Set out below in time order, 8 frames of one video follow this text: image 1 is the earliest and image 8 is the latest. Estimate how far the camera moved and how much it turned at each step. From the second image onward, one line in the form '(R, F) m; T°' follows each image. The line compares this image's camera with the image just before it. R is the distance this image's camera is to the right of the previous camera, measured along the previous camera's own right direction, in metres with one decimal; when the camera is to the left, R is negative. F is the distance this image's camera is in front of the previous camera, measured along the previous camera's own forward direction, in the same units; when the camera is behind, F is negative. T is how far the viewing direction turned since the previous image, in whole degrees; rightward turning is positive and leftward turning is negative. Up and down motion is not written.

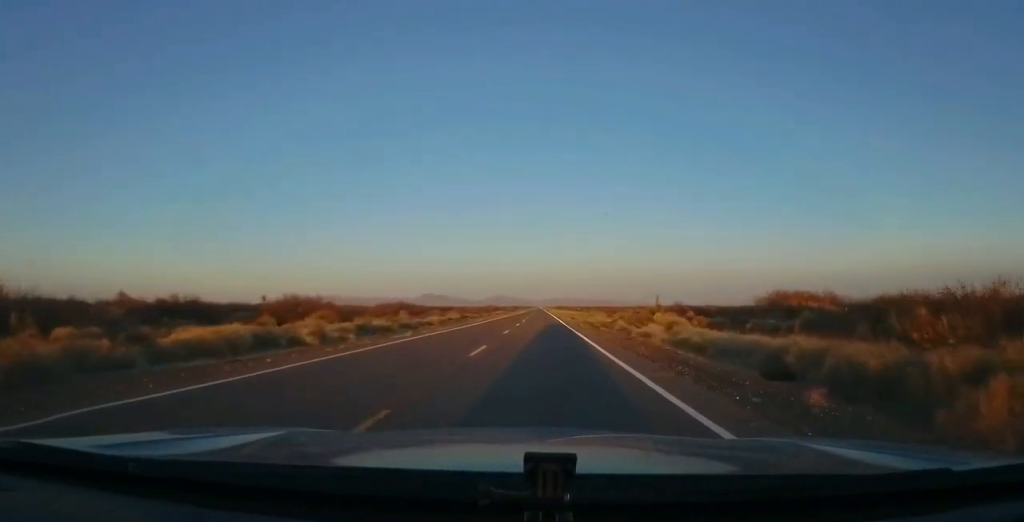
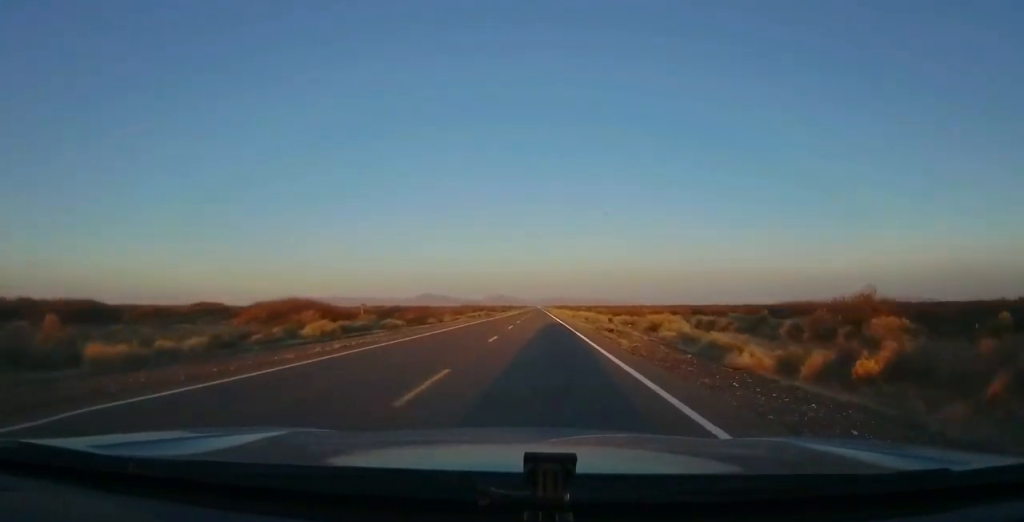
(+0.1, +43.2) m; -1°
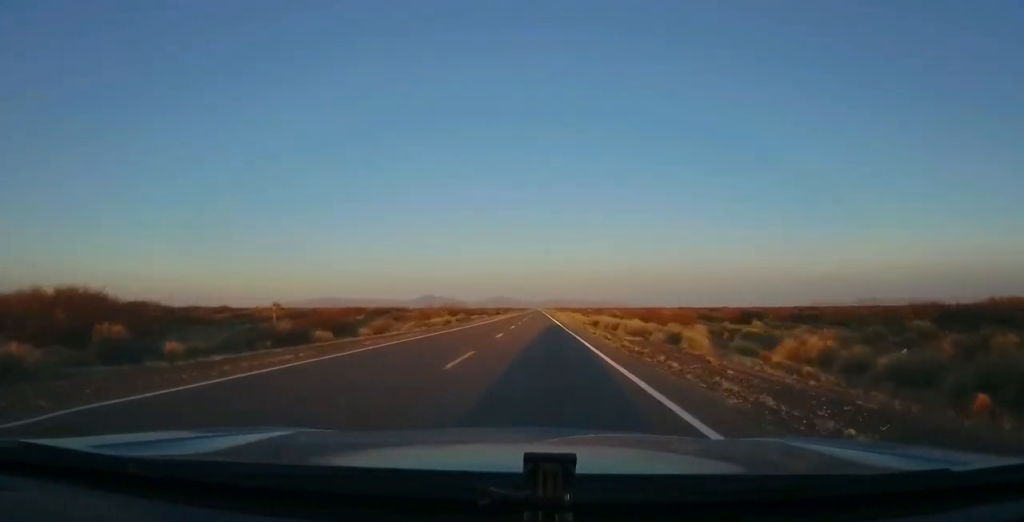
(-0.5, +32.4) m; -1°
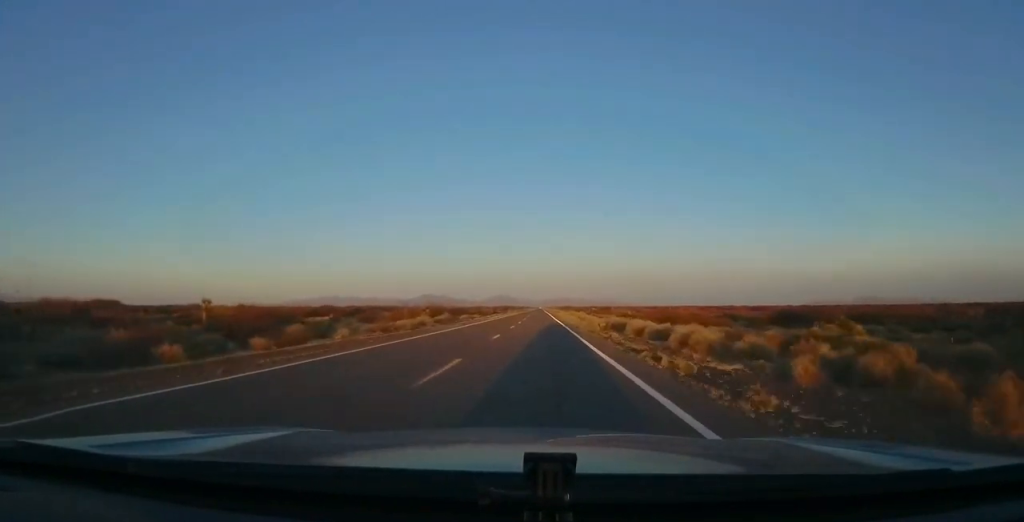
(-0.1, +14.6) m; 0°
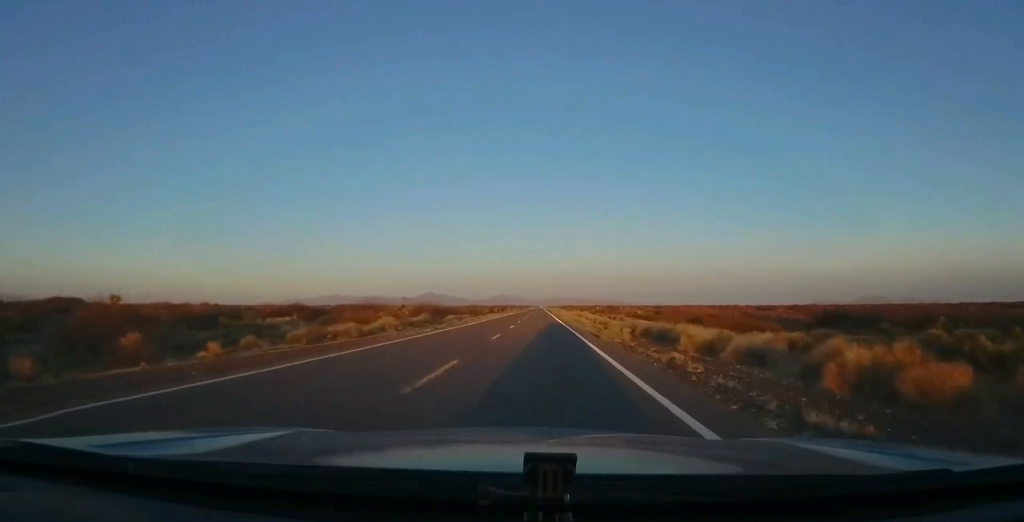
(0.0, +12.7) m; 0°
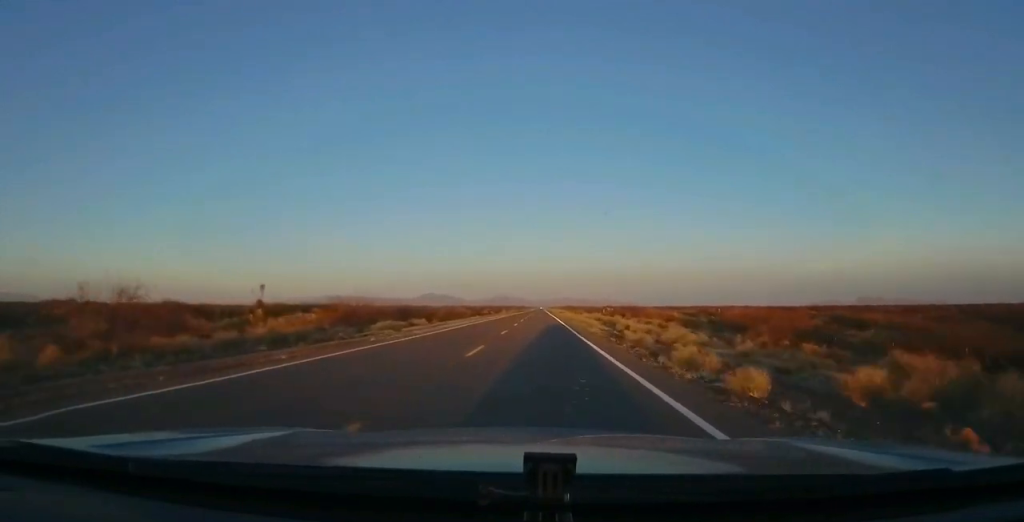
(+0.5, +31.3) m; +1°
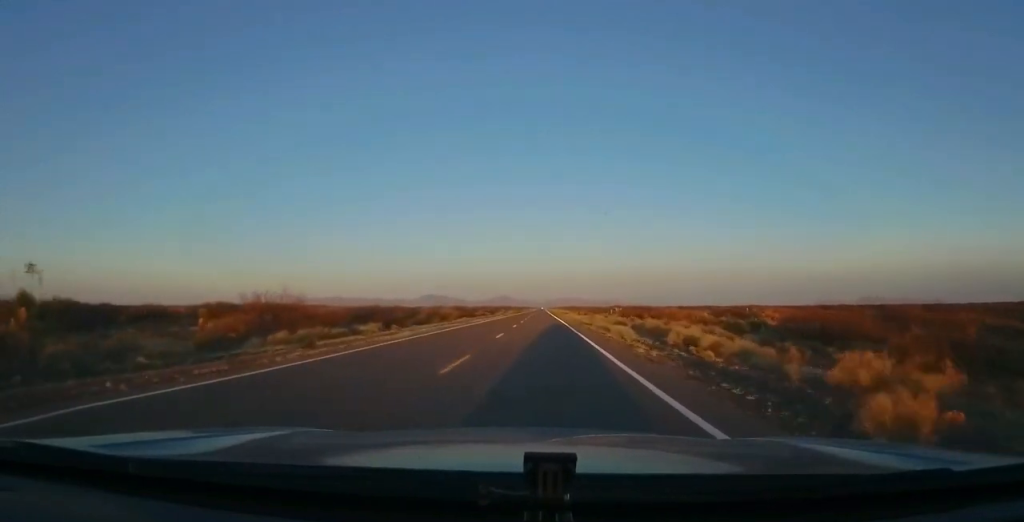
(+0.1, +15.7) m; -1°
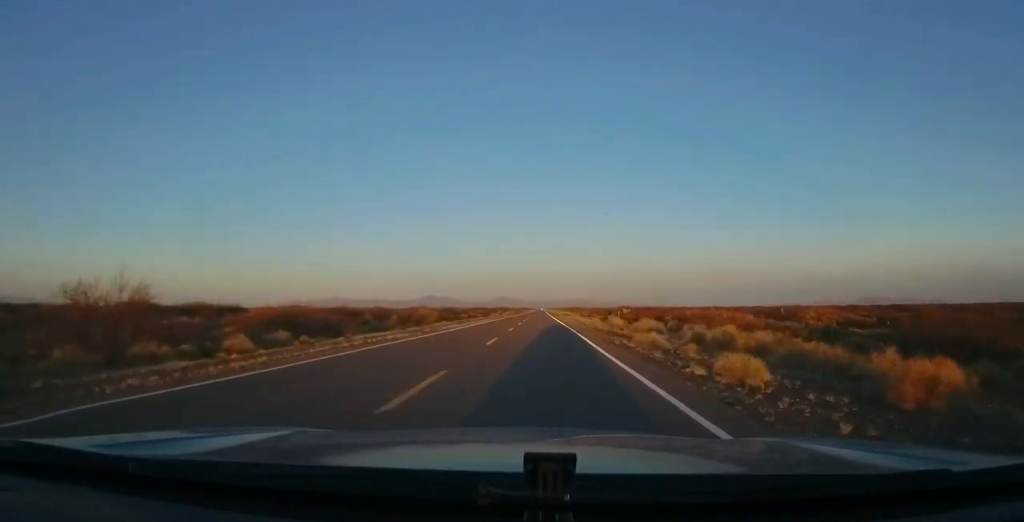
(-0.2, +15.6) m; 0°
